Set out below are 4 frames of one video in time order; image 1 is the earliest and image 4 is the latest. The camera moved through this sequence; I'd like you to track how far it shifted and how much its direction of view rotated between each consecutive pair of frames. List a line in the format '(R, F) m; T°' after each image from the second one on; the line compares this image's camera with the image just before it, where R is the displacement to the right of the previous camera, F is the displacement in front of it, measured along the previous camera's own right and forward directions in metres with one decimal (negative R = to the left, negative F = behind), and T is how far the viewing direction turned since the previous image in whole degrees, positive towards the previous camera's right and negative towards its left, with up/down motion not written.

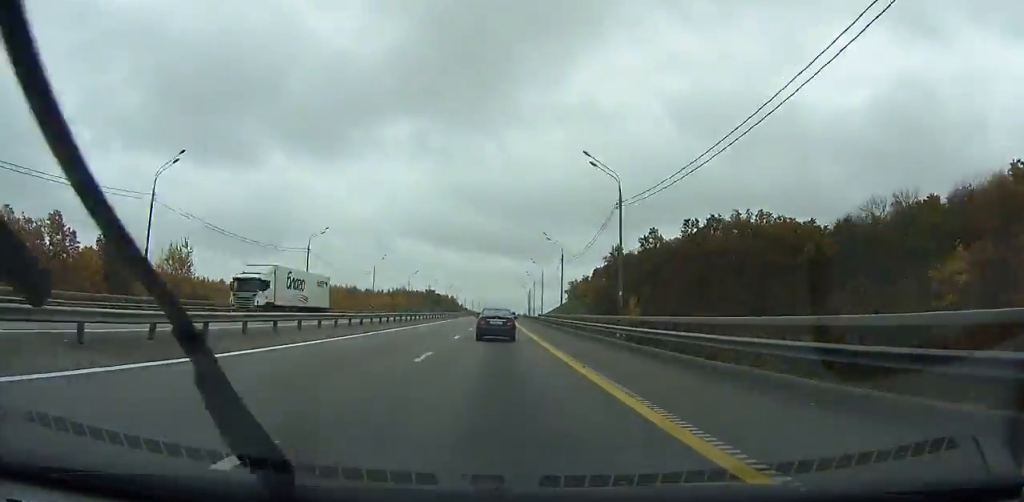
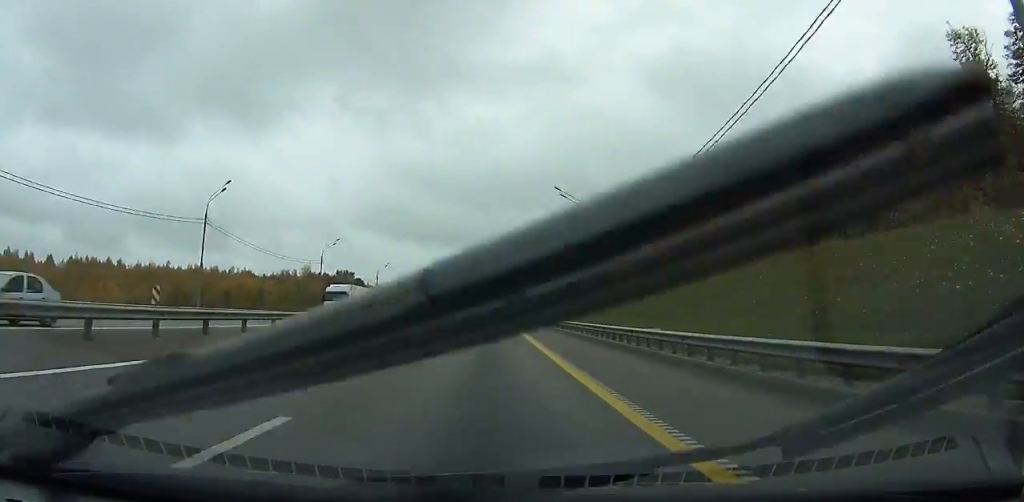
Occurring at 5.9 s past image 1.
(+2.2, +173.7) m; +2°
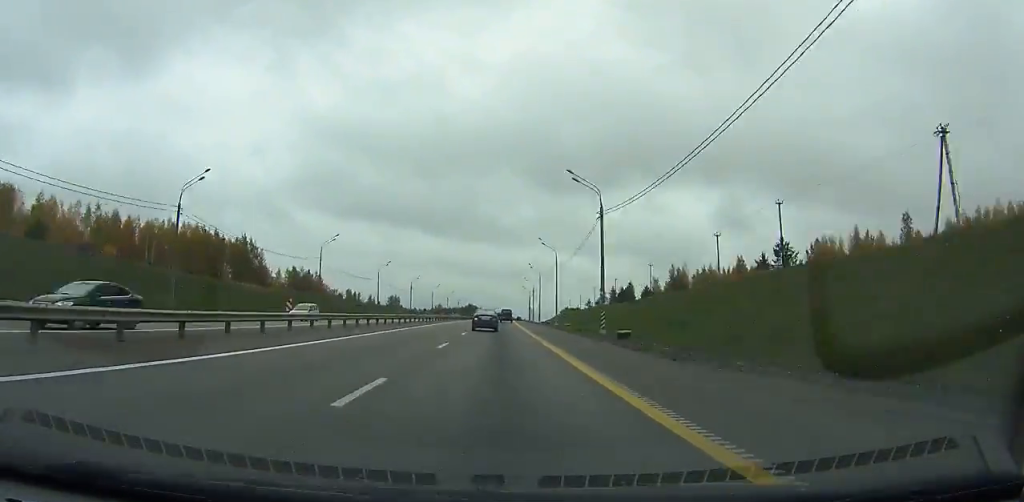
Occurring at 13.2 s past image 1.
(+4.8, +219.3) m; +2°
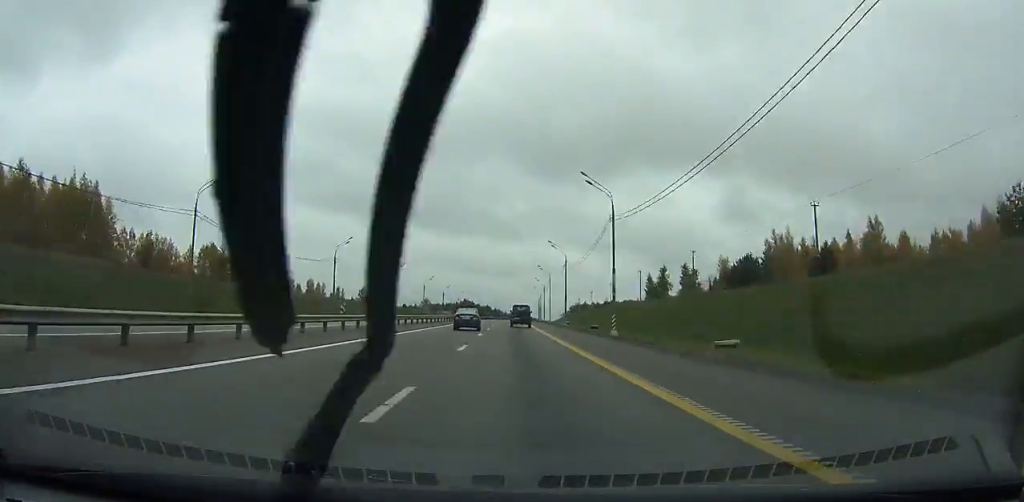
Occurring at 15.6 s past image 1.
(+0.4, +73.0) m; +1°
